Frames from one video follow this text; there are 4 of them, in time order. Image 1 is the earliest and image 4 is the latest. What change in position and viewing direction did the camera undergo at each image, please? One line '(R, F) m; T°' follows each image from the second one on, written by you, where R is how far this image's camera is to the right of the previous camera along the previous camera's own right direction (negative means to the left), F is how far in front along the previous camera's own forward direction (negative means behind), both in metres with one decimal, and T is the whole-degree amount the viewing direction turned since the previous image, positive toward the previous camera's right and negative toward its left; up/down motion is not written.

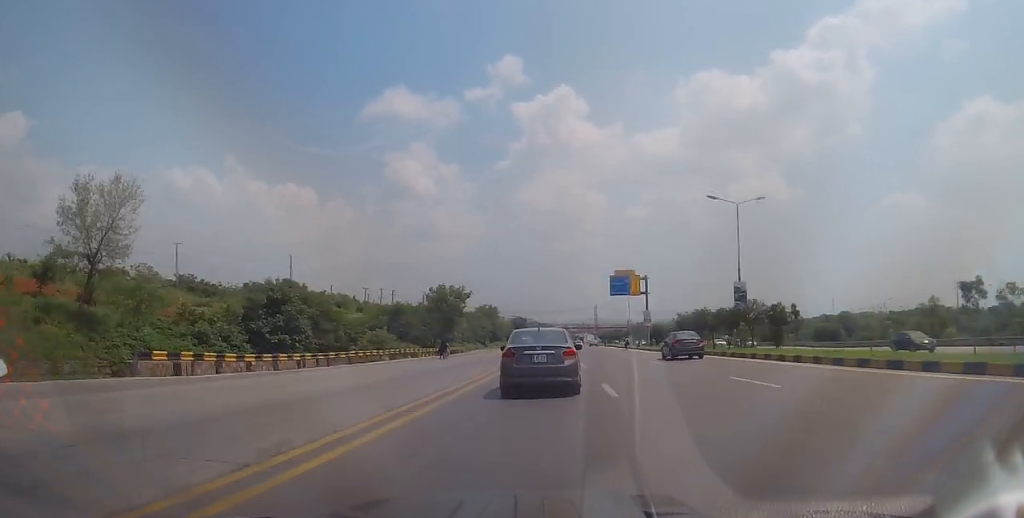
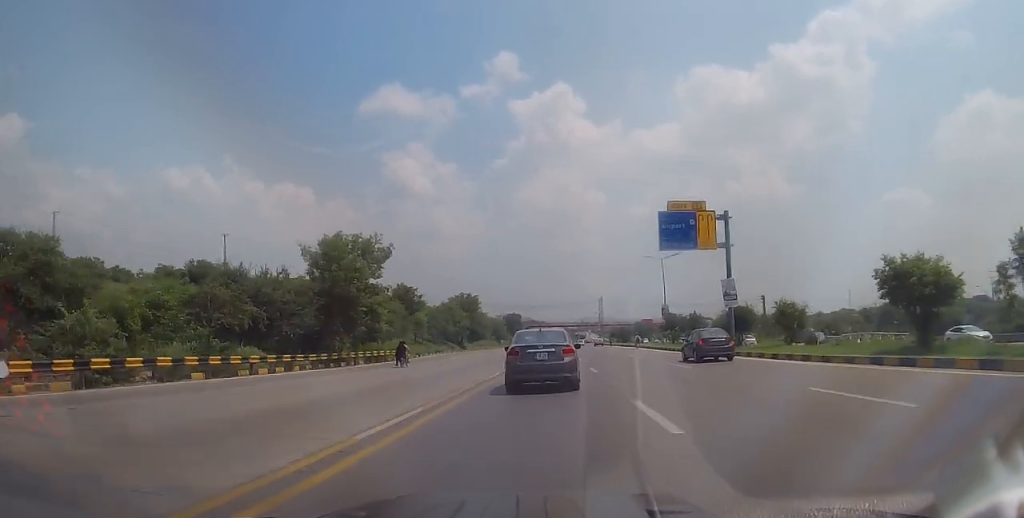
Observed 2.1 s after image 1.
(-0.8, +37.5) m; -1°
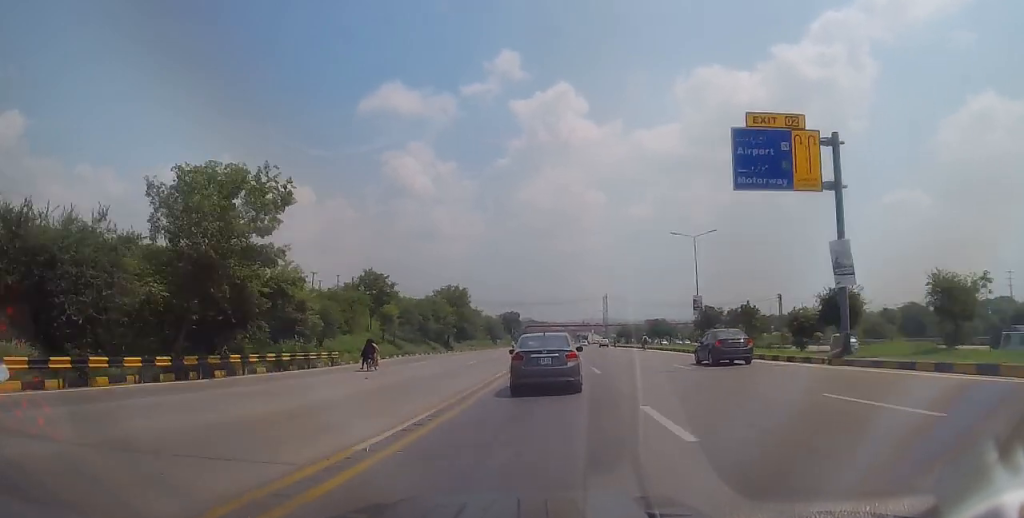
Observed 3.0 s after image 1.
(+0.1, +16.1) m; +1°
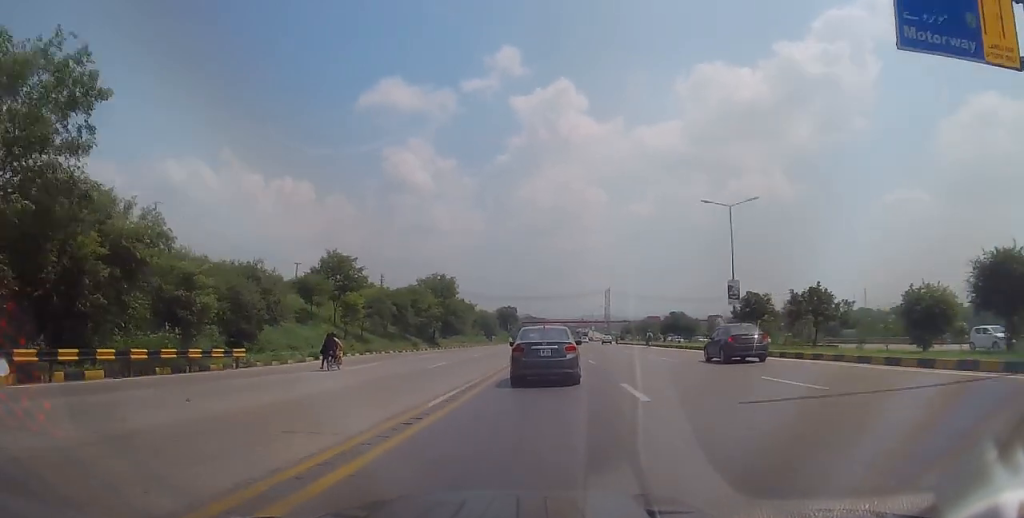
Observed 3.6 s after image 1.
(+0.1, +11.9) m; 0°
